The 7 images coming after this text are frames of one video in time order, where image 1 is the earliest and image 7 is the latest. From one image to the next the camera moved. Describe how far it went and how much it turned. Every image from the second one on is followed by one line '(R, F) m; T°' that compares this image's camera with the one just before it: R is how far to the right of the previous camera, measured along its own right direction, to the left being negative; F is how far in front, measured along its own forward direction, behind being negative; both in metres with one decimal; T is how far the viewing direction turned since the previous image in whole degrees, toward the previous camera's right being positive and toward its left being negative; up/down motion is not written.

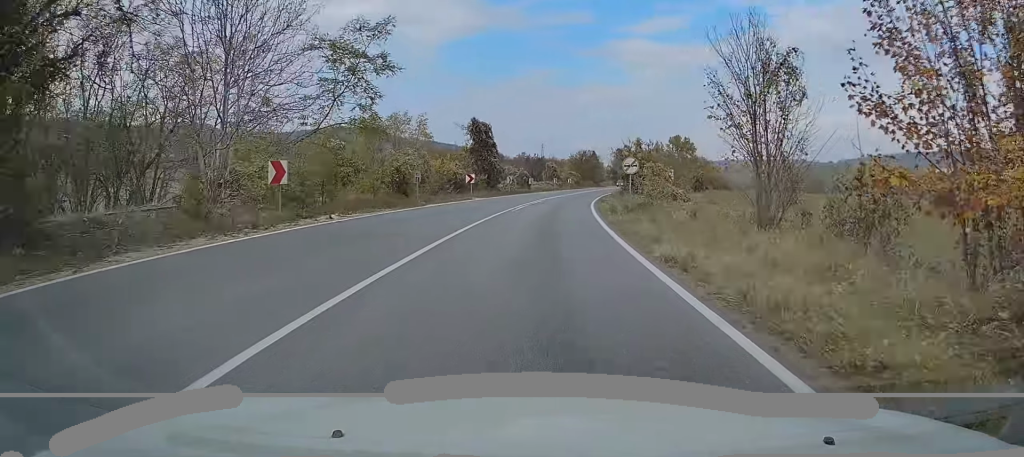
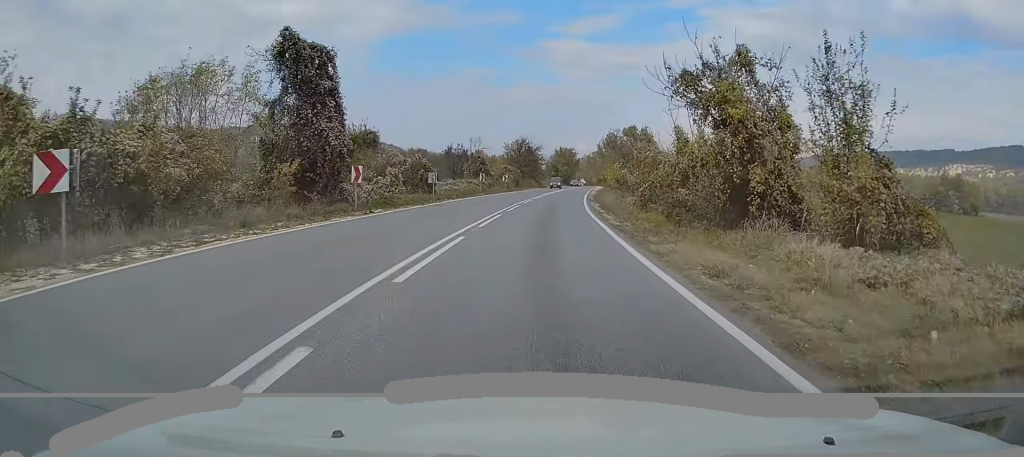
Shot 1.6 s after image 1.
(+2.1, +37.6) m; +6°
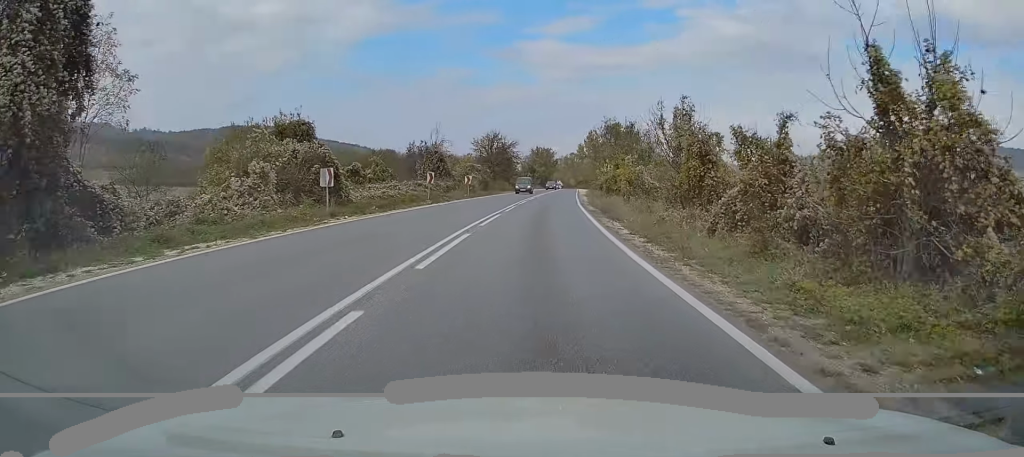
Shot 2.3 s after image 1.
(+0.4, +16.6) m; +2°
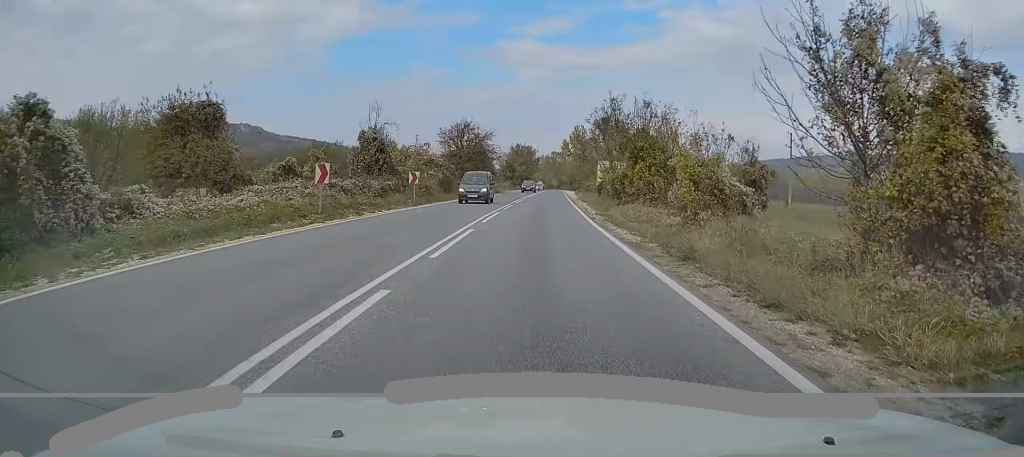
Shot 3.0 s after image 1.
(+0.2, +16.8) m; +2°
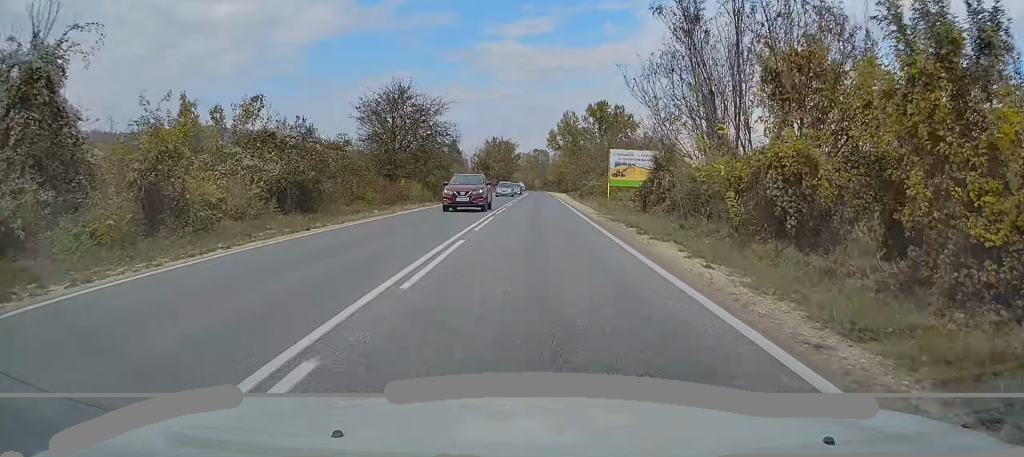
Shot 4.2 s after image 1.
(+0.8, +30.0) m; +2°
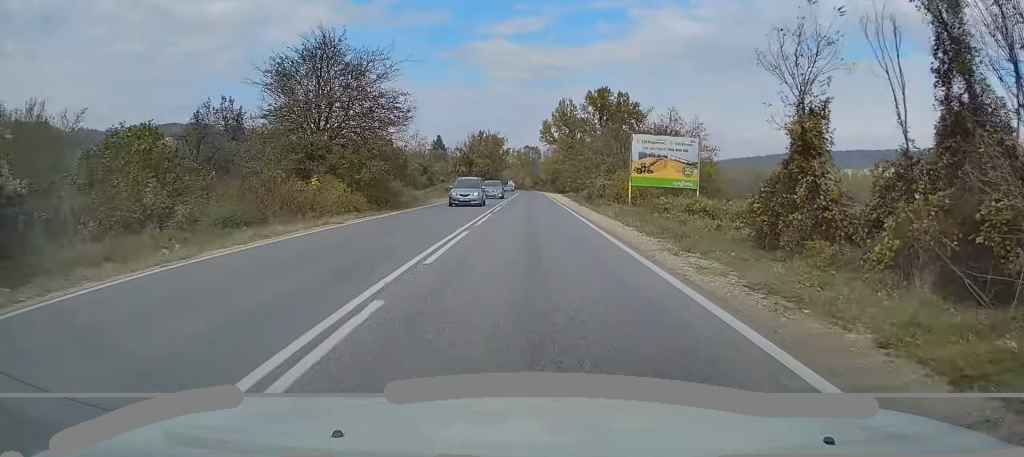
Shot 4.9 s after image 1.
(+0.1, +16.2) m; +1°
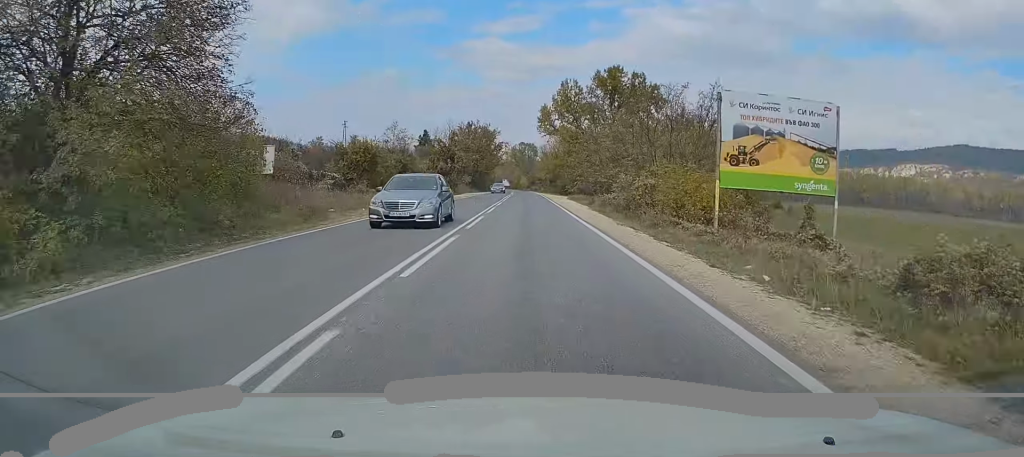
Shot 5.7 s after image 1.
(+0.2, +19.4) m; 0°
